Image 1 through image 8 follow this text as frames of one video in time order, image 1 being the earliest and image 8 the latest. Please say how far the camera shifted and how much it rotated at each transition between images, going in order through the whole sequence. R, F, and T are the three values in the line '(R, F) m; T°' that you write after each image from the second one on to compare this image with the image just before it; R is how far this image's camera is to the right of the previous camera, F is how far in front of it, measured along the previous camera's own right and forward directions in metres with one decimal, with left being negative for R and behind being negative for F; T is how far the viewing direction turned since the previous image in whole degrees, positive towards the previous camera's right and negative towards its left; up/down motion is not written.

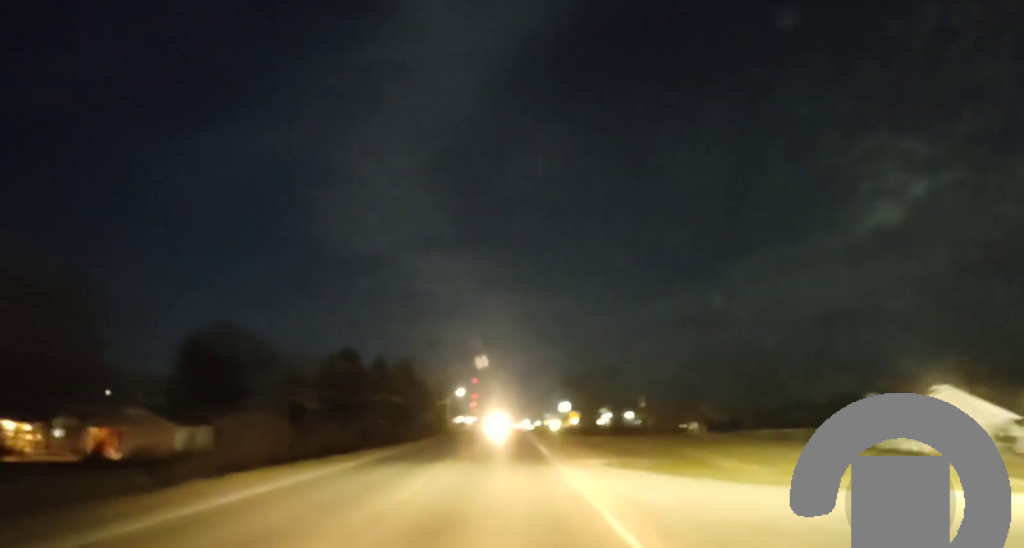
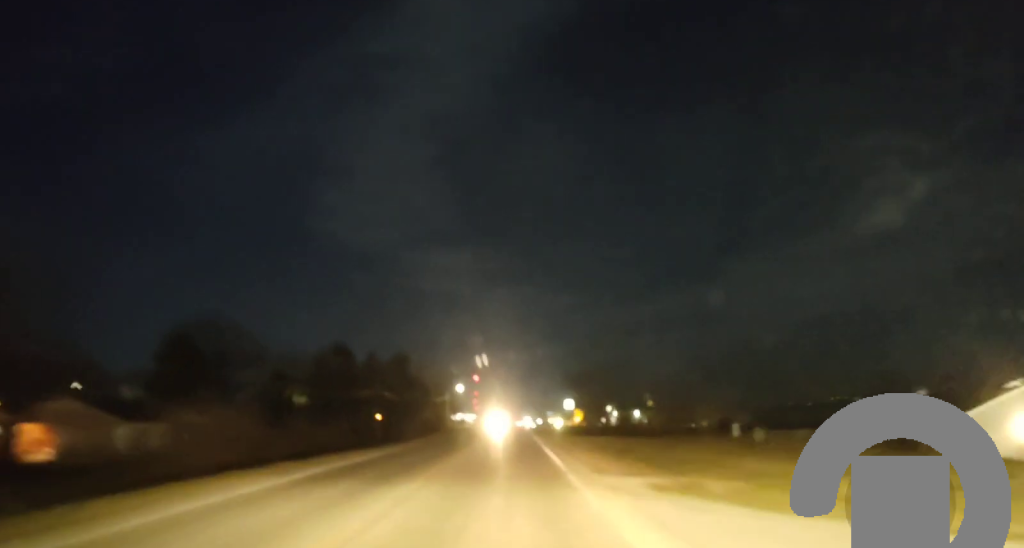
(+0.3, +10.2) m; +2°
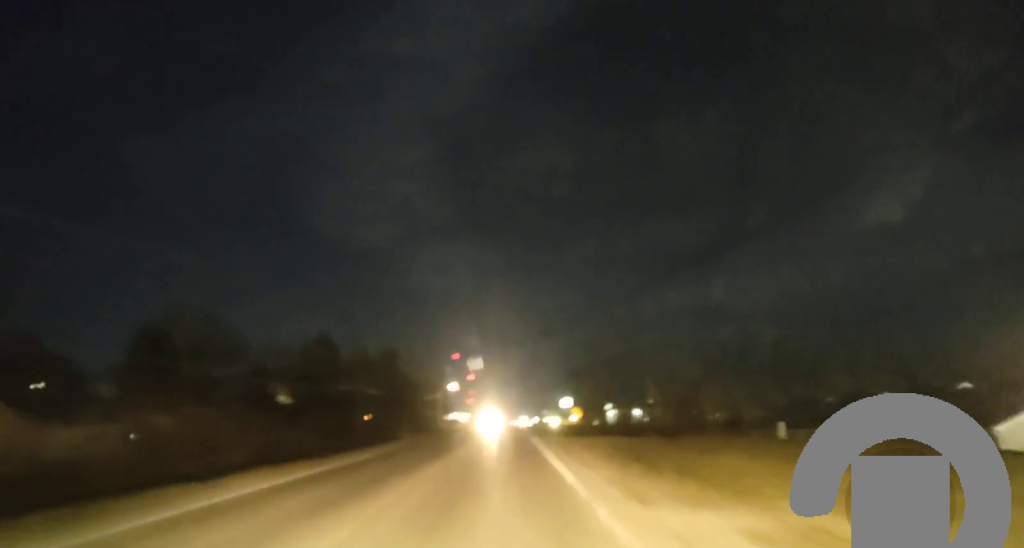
(+0.1, +8.3) m; +2°
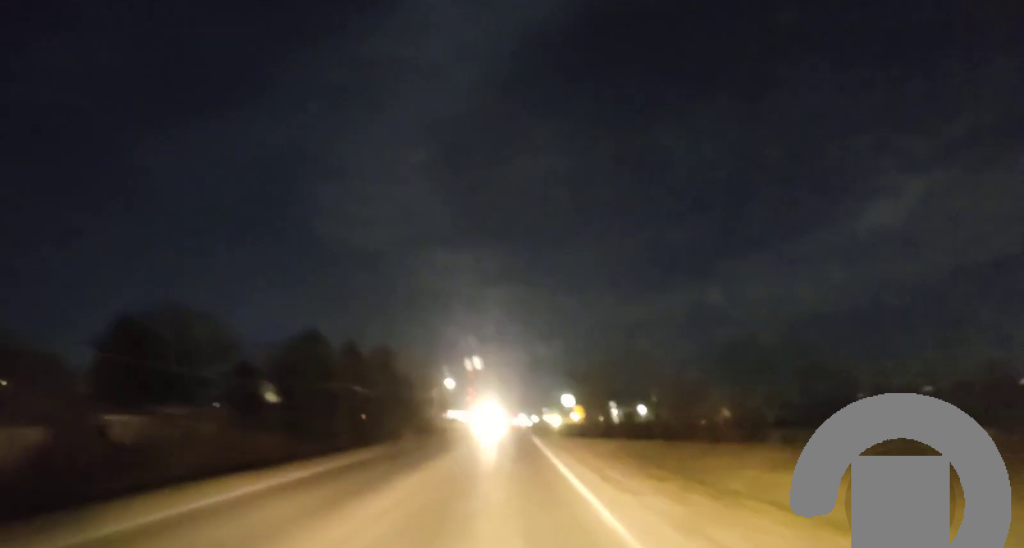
(+0.1, +7.4) m; 0°
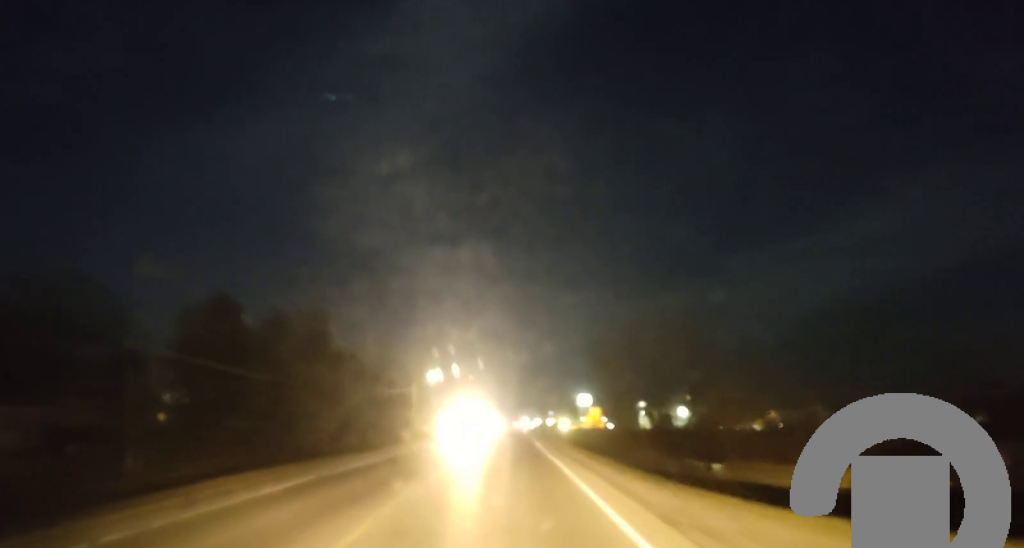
(-0.5, +42.0) m; -1°
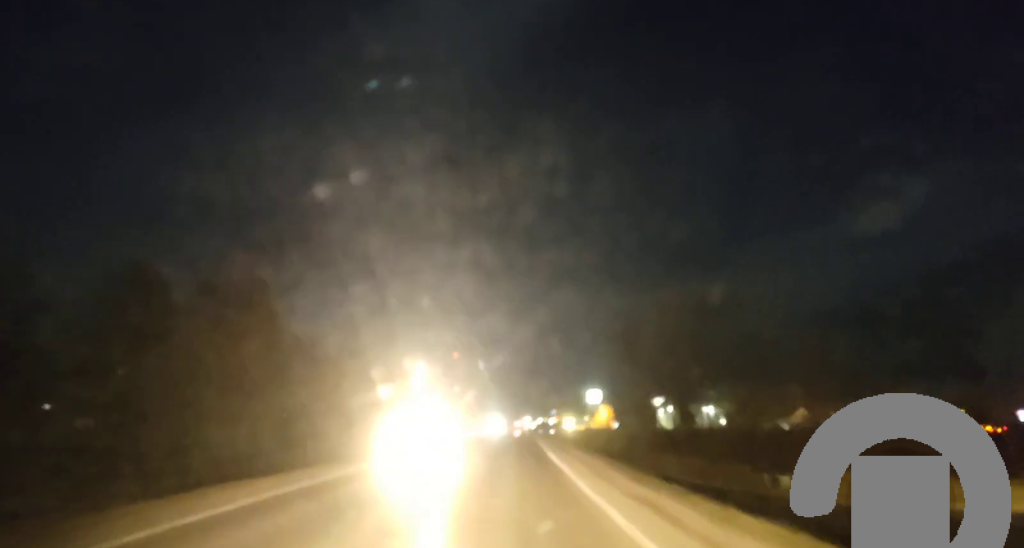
(0.0, +18.7) m; -1°
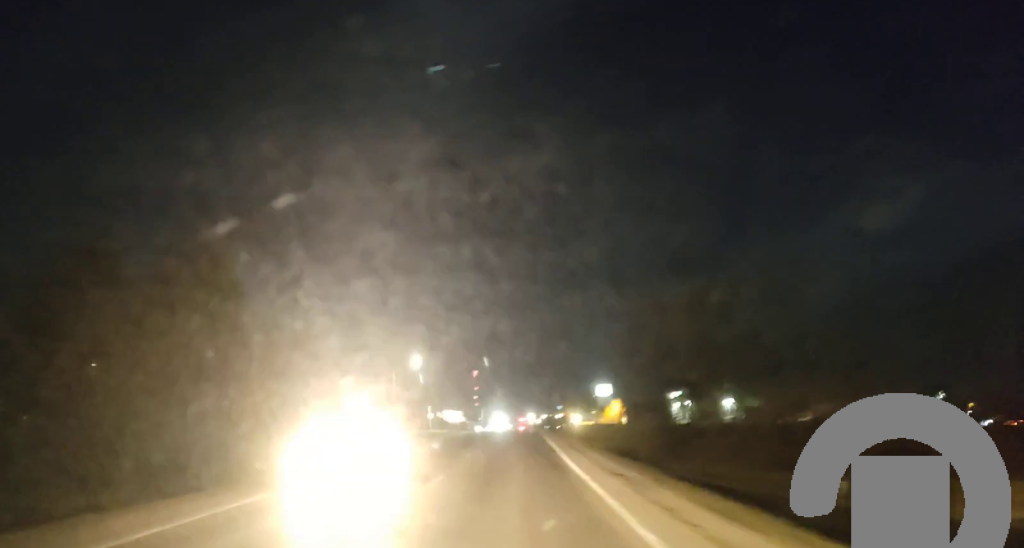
(-0.2, +8.3) m; -1°
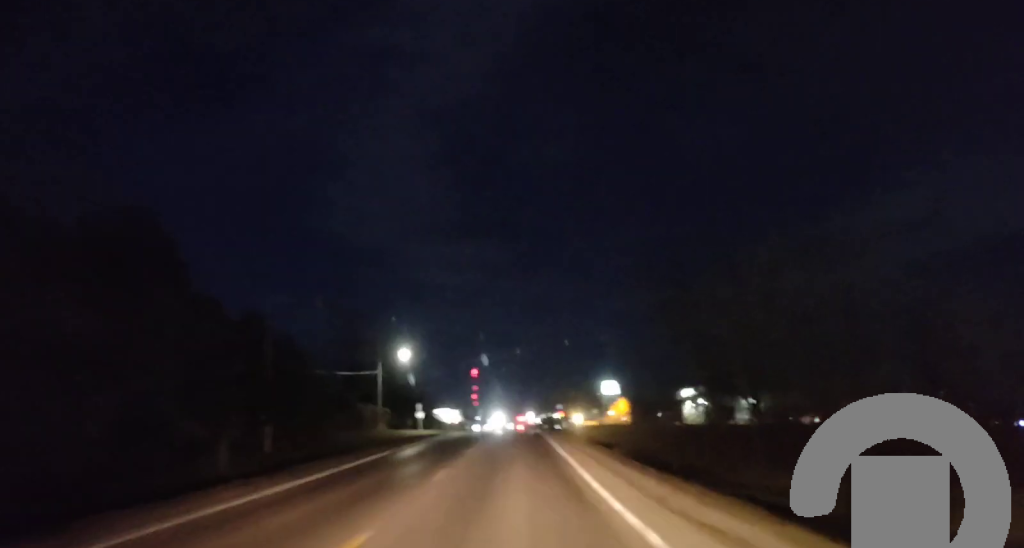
(-0.1, +10.2) m; 0°
